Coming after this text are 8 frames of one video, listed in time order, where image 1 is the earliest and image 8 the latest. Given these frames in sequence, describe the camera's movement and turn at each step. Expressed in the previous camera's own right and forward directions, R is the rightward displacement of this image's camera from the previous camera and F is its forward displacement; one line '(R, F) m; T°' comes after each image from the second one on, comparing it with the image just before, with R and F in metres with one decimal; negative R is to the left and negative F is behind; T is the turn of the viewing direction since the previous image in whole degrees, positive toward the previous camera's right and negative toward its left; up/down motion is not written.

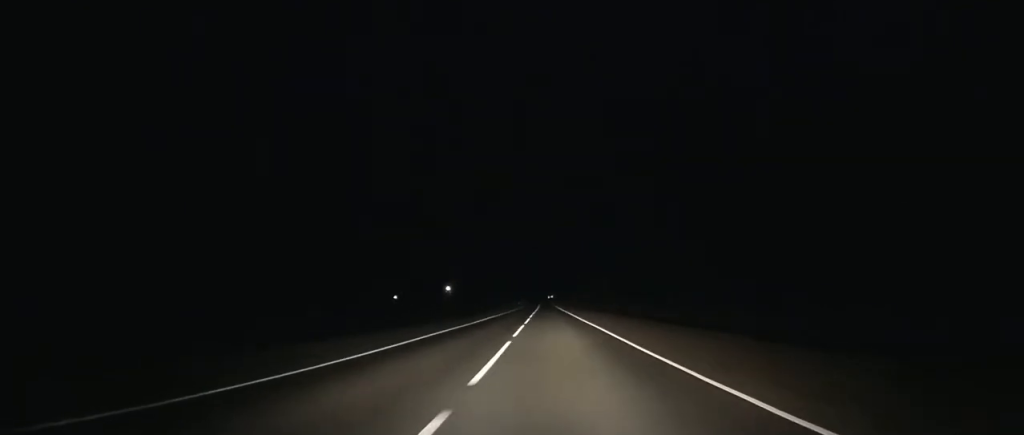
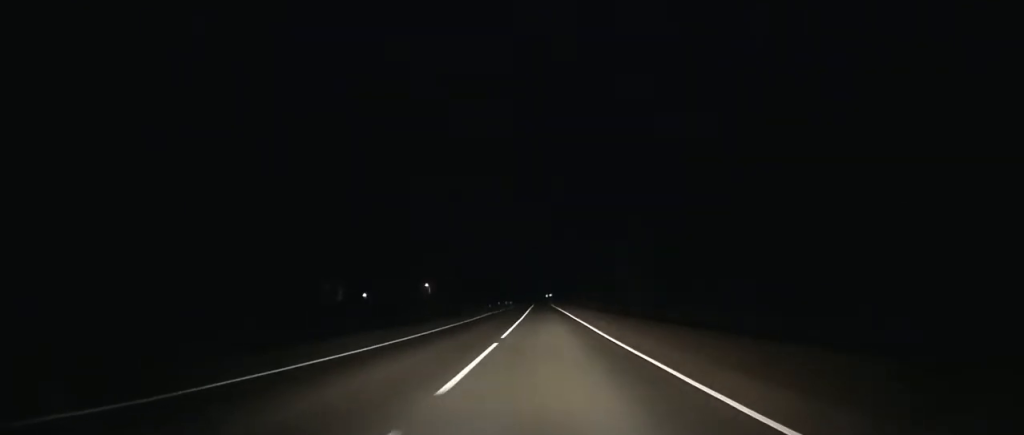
(0.0, +61.5) m; 0°
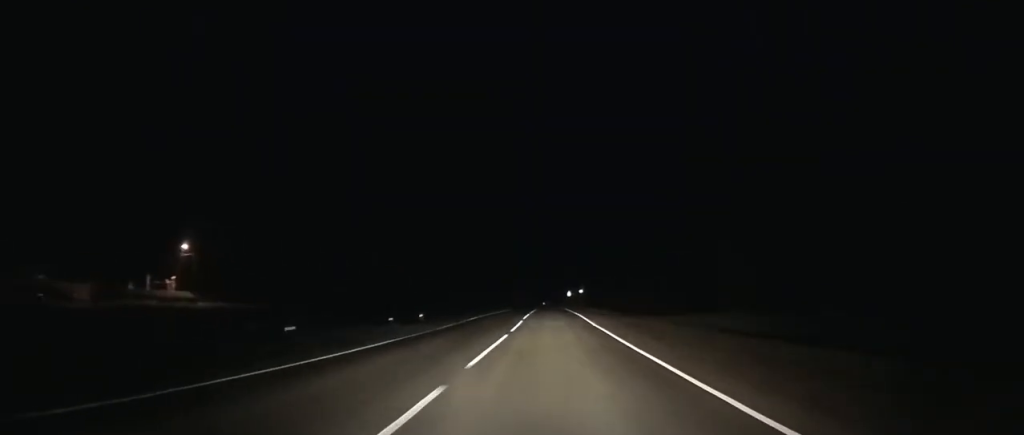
(-1.0, +223.2) m; -1°
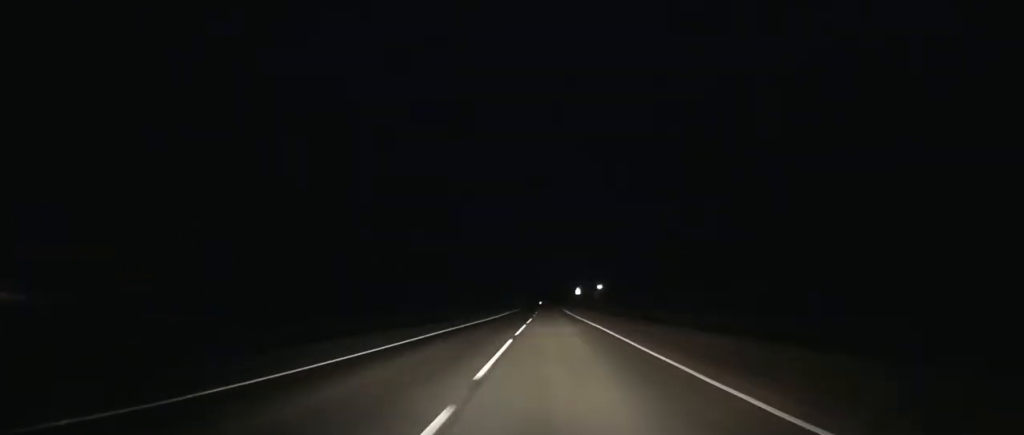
(0.0, +50.9) m; 0°
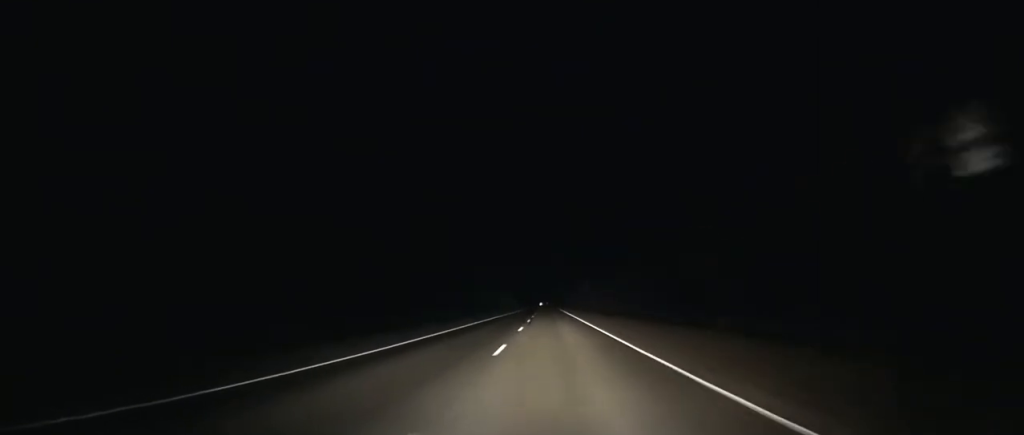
(0.0, +110.6) m; 0°
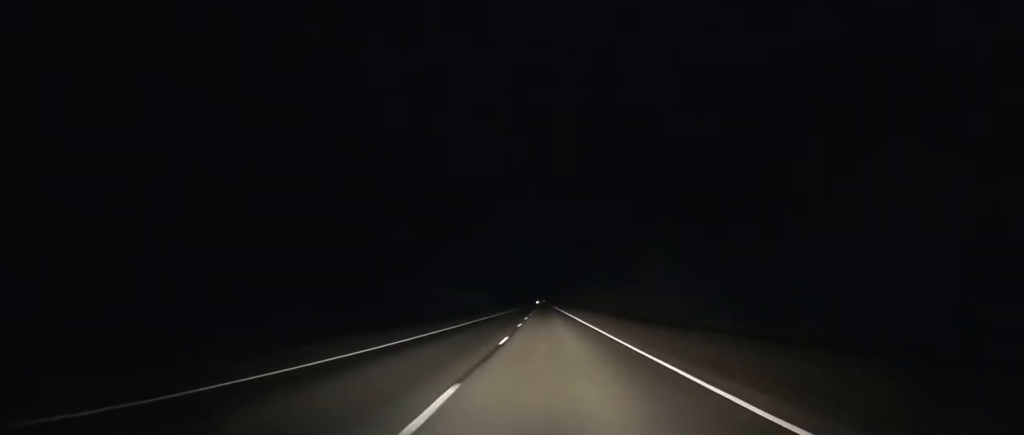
(0.0, +67.3) m; 0°
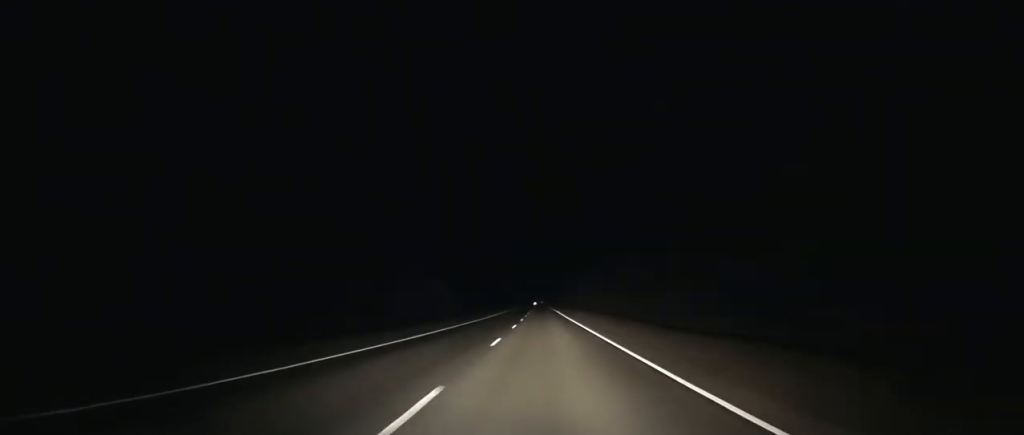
(0.0, +35.8) m; 0°
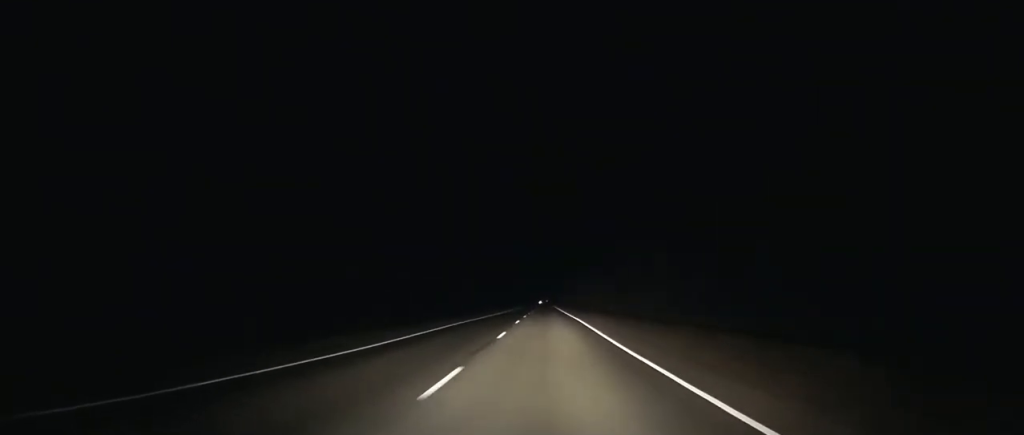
(0.0, +43.7) m; 0°
